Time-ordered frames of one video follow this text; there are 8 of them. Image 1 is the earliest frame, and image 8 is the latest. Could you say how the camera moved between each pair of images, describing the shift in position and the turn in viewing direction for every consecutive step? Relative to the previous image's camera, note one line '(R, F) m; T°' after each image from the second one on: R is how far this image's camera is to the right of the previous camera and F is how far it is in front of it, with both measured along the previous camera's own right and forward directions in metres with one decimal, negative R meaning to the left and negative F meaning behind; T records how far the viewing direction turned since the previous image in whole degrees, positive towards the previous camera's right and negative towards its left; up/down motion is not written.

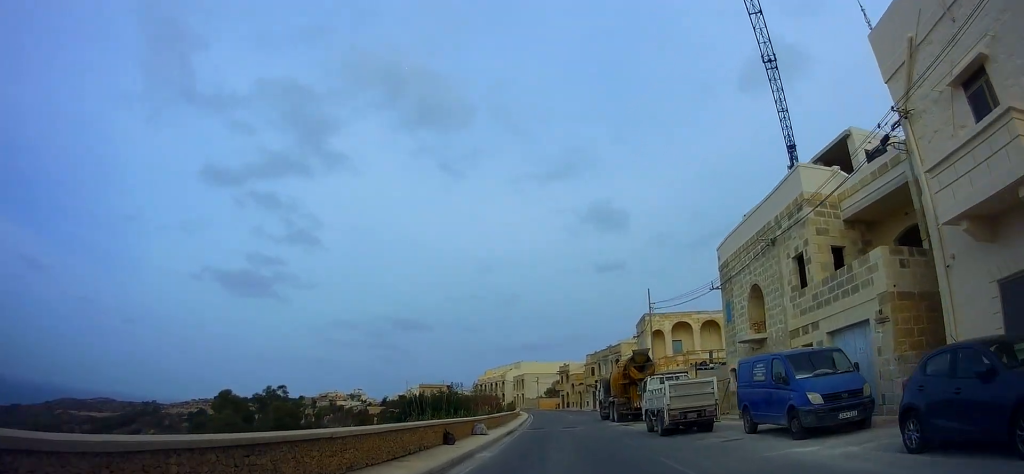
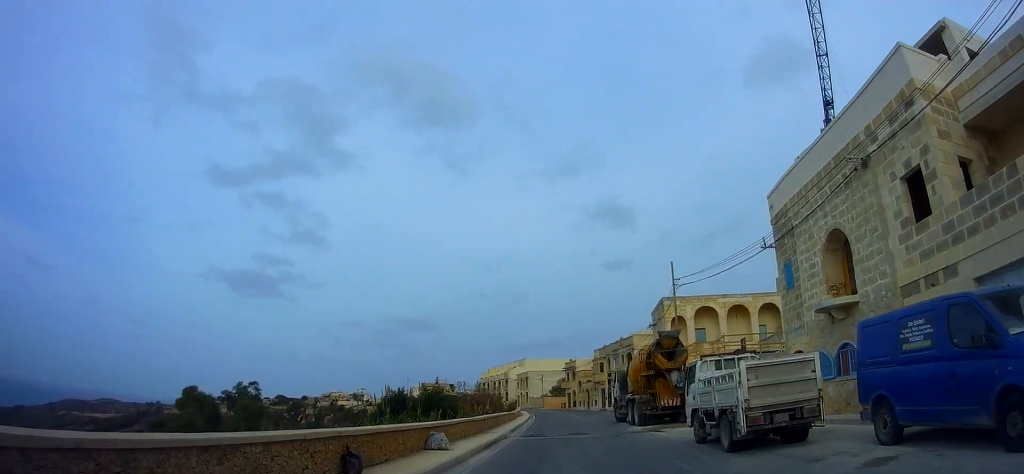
(-0.2, +6.9) m; -2°
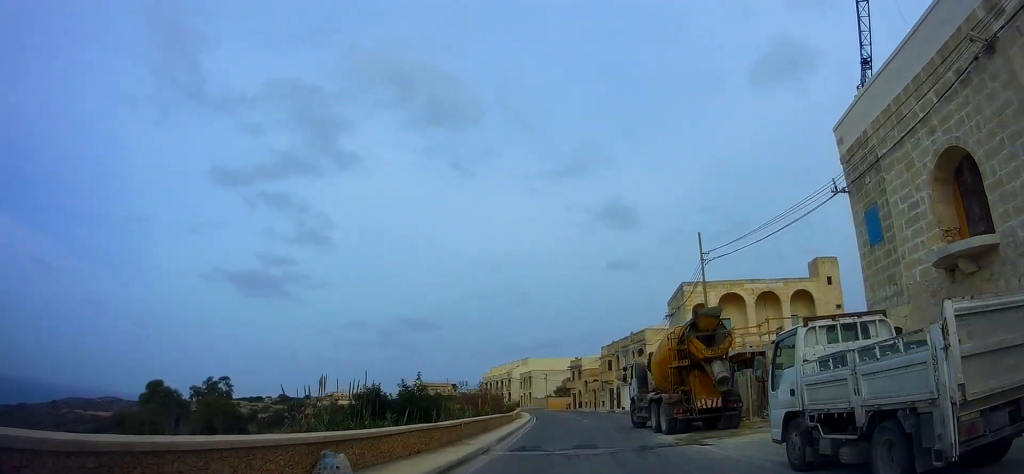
(-0.1, +5.8) m; 0°
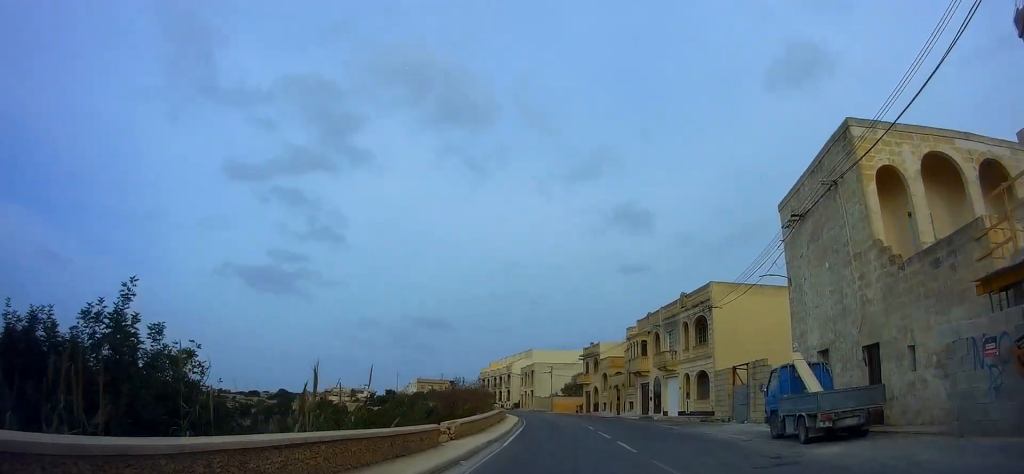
(+0.4, +22.6) m; +3°
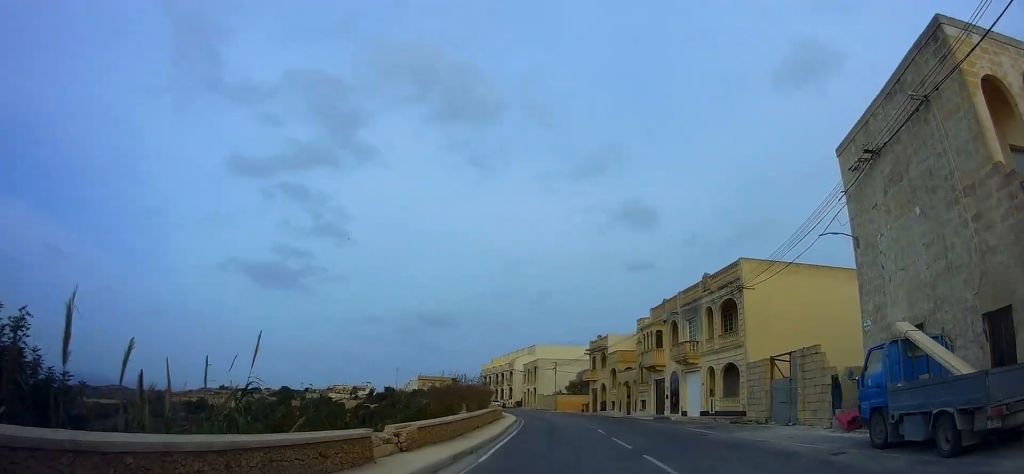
(+0.2, +5.1) m; 0°
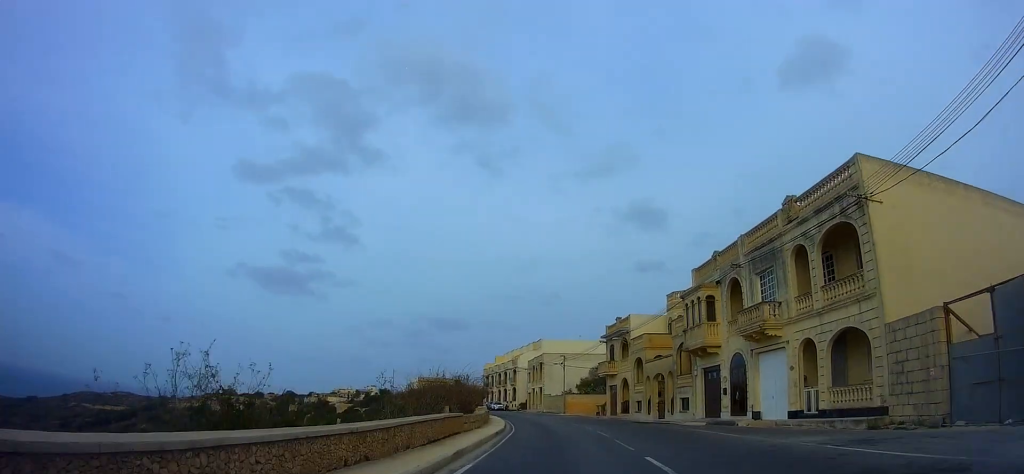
(-0.4, +12.1) m; -2°
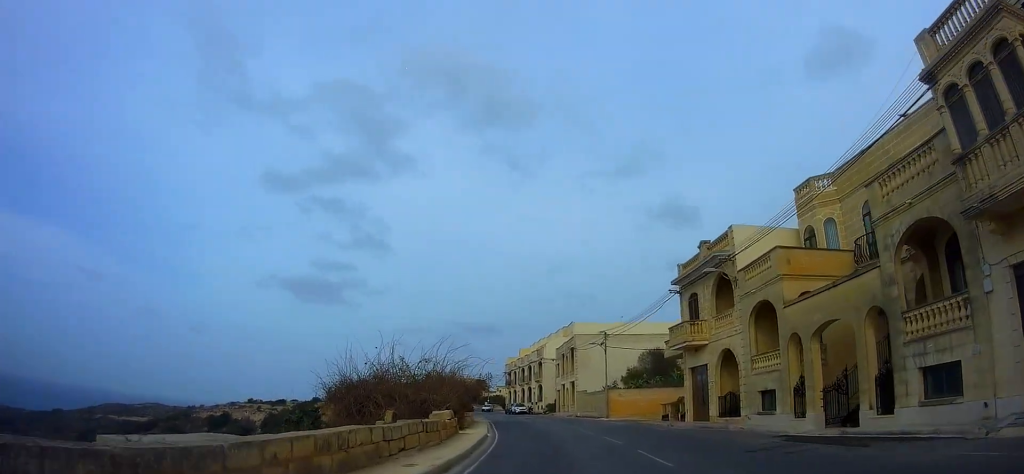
(-0.7, +20.7) m; -4°
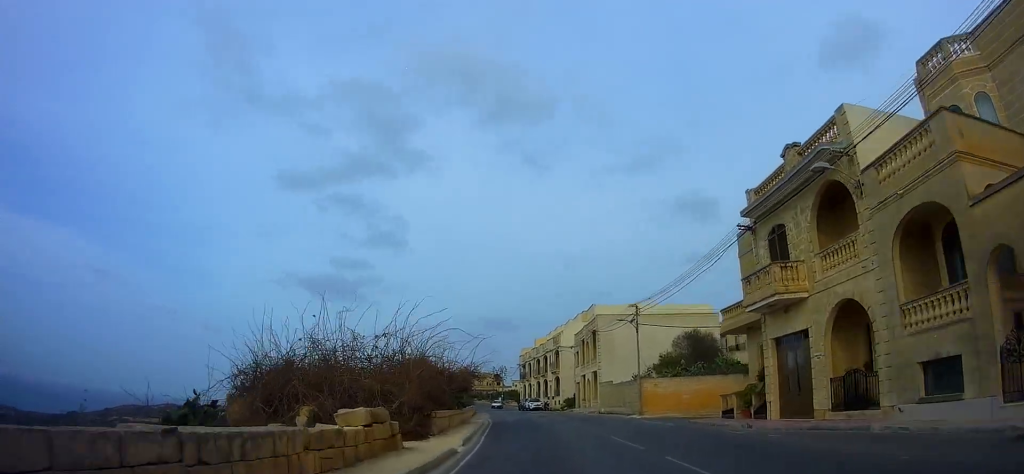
(-0.2, +9.1) m; -2°
